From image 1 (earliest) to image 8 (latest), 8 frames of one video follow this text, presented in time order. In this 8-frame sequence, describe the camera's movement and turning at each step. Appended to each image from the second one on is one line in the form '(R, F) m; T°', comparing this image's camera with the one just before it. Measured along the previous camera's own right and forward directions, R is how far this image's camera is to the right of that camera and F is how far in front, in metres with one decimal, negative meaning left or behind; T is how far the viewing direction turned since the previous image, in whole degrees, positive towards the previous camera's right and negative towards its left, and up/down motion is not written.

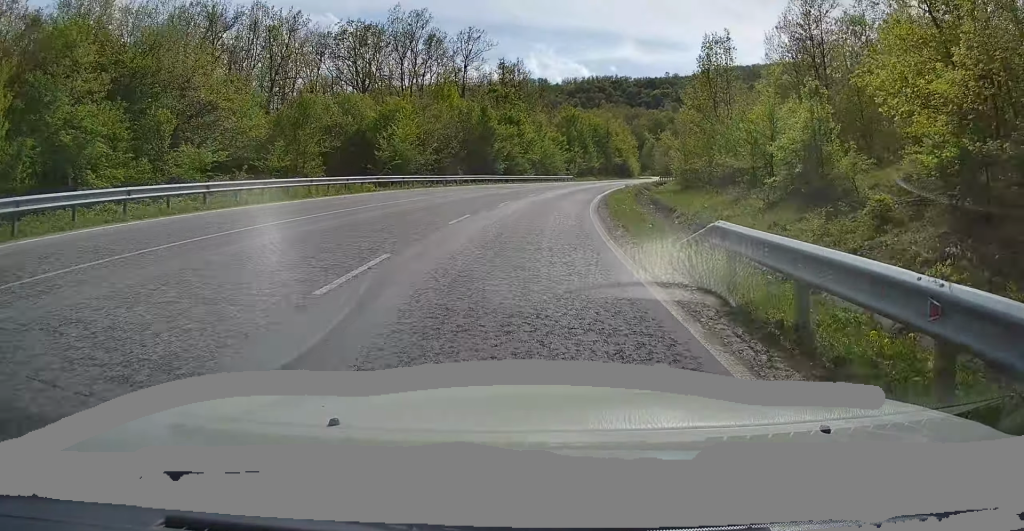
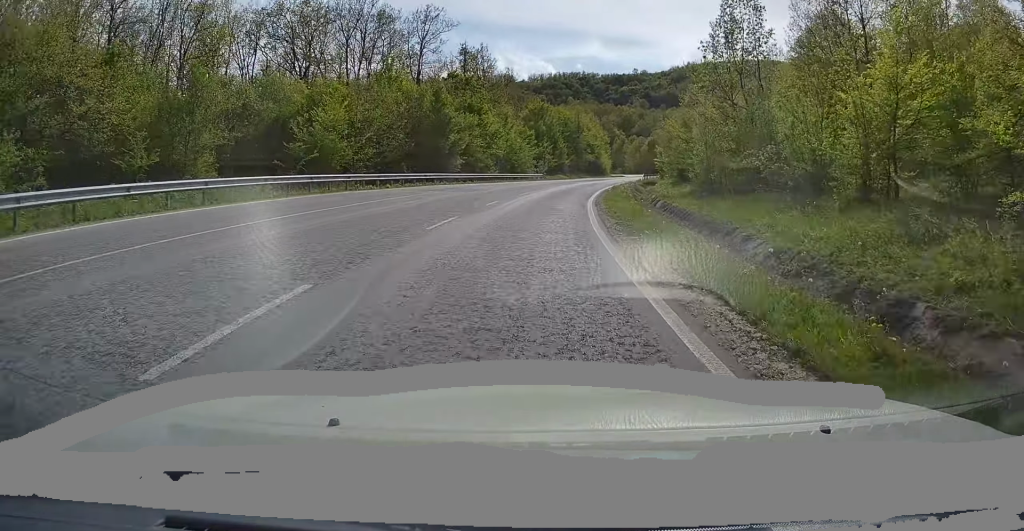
(+0.3, +11.3) m; +4°
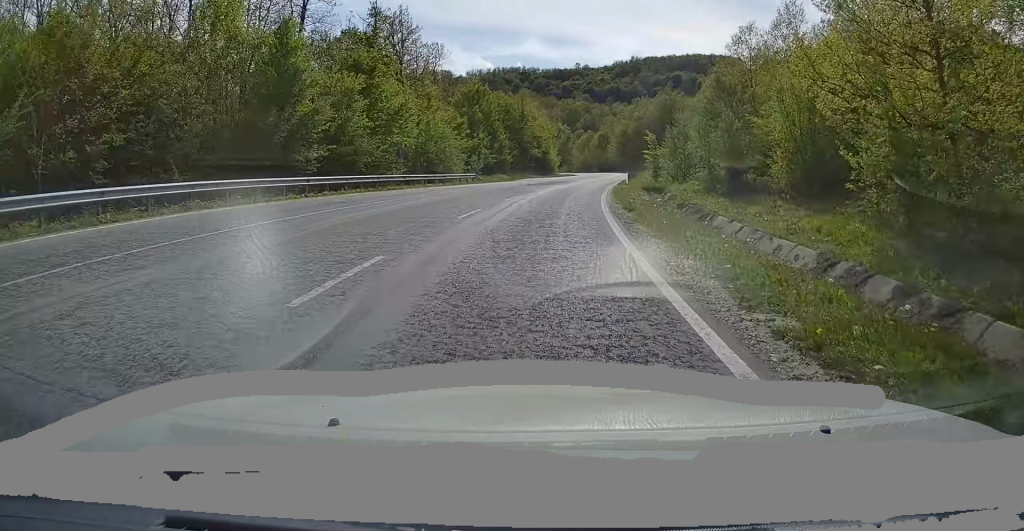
(+1.6, +24.5) m; +6°
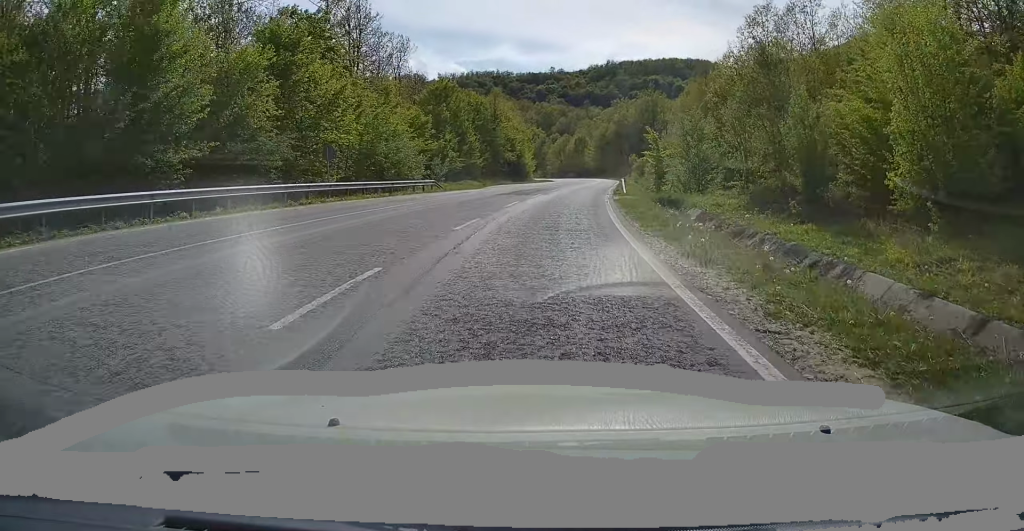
(+0.2, +9.6) m; +2°
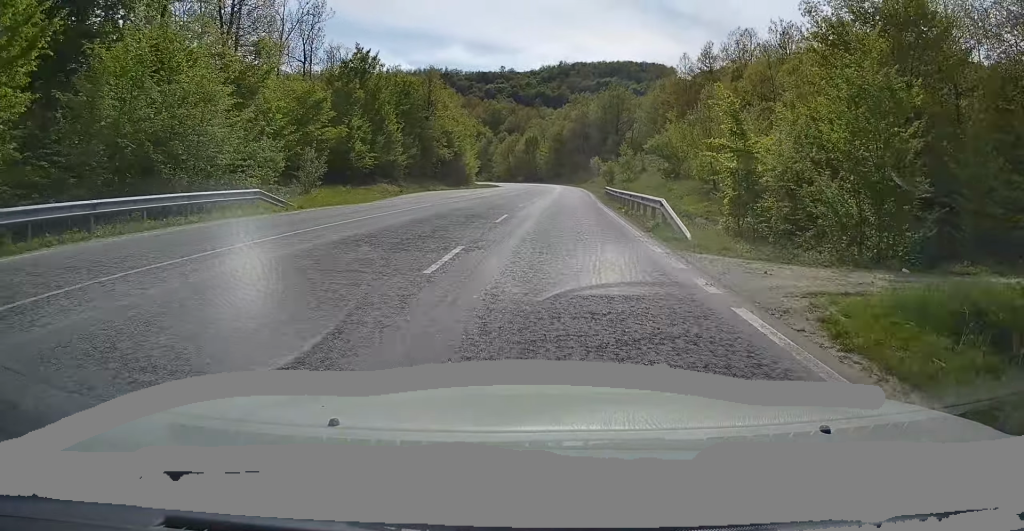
(+0.8, +22.3) m; +4°
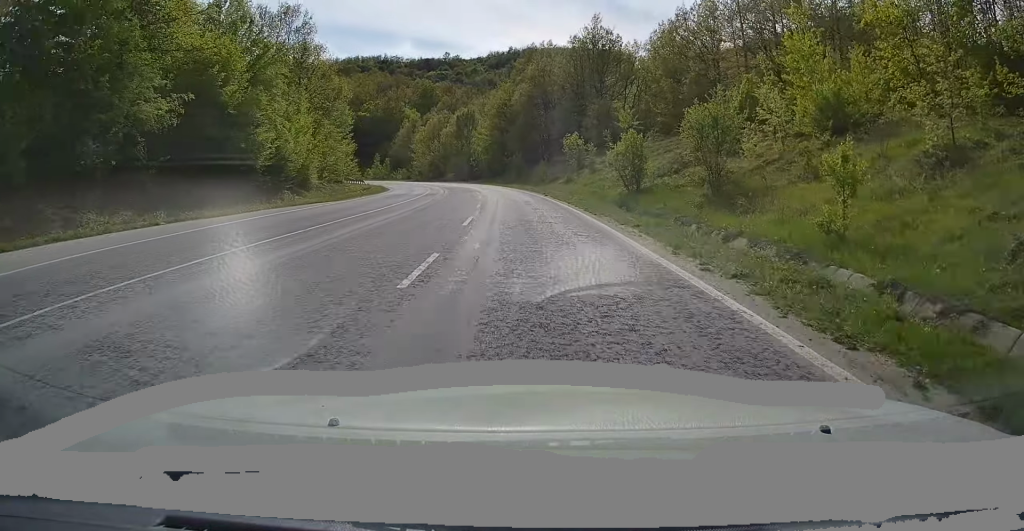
(+3.6, +54.4) m; +5°
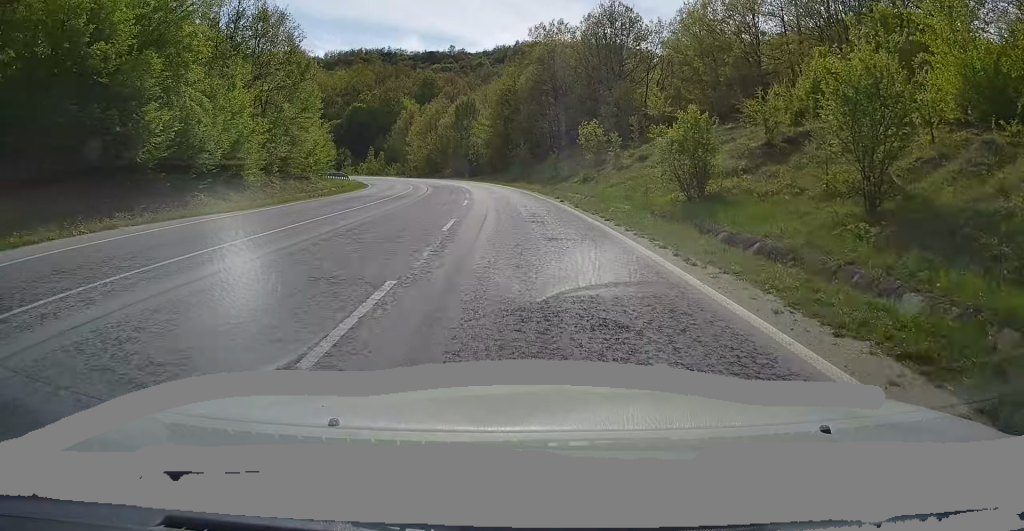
(-0.2, +11.3) m; -1°
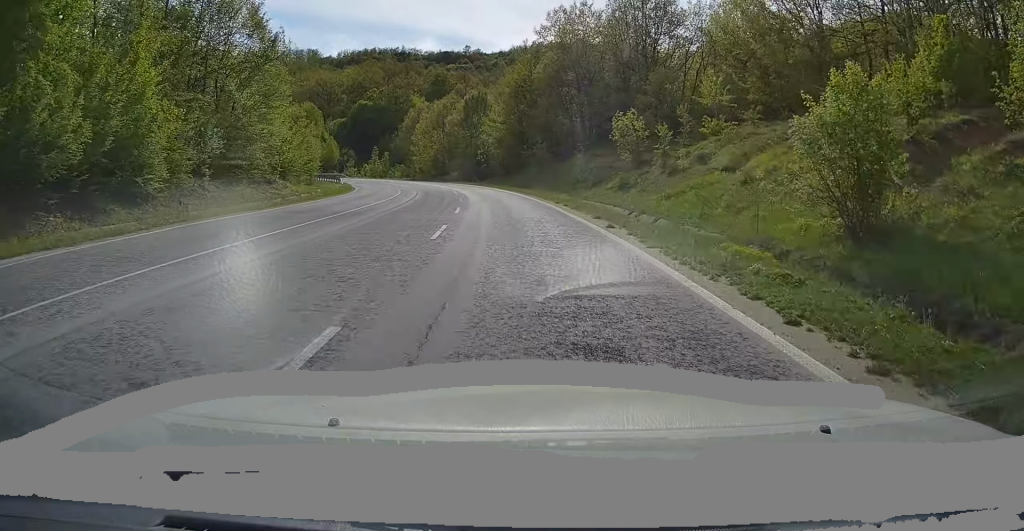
(-0.1, +10.7) m; -1°
